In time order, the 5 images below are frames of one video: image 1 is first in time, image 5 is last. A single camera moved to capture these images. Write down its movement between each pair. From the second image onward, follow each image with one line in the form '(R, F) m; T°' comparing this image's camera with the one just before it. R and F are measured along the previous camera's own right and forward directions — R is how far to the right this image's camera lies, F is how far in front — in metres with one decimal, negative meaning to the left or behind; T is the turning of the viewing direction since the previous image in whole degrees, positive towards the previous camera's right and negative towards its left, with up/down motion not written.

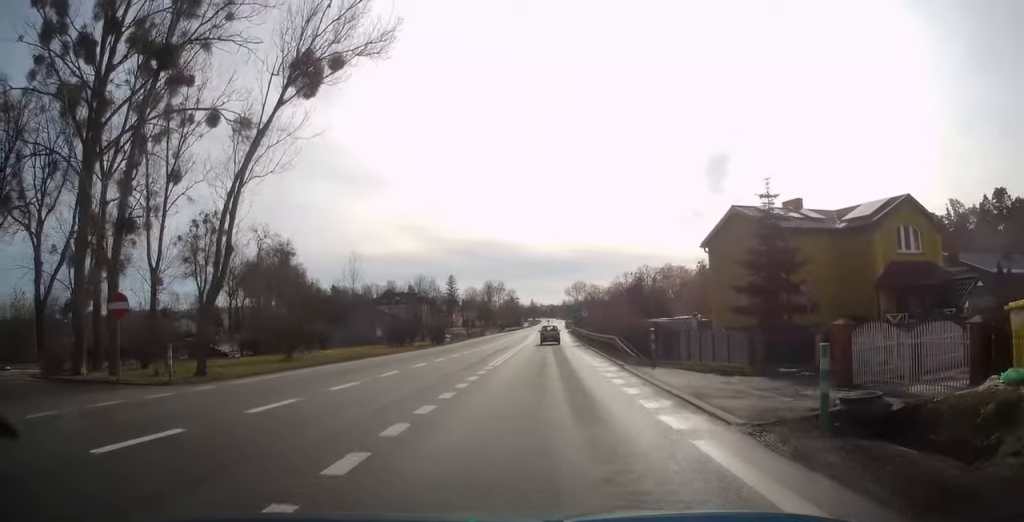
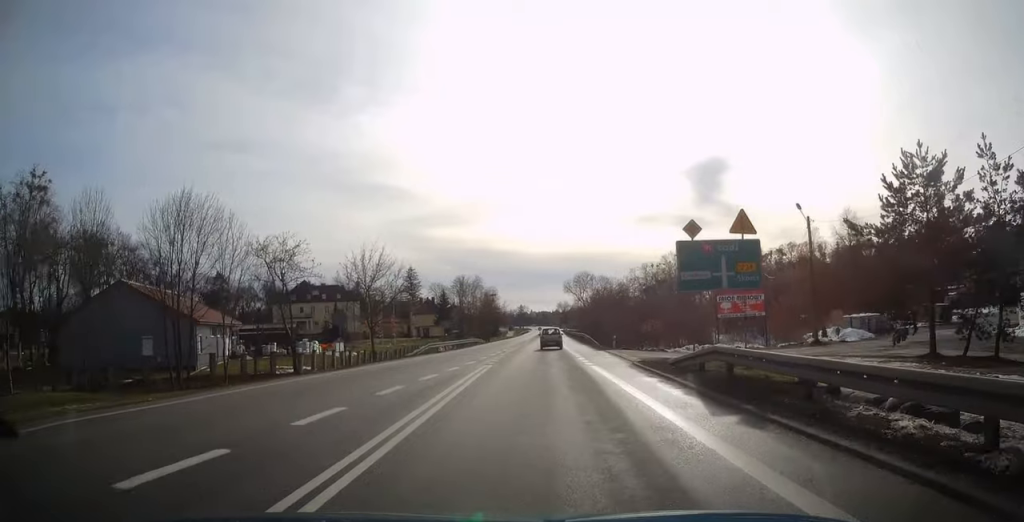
(+0.3, +76.0) m; +1°
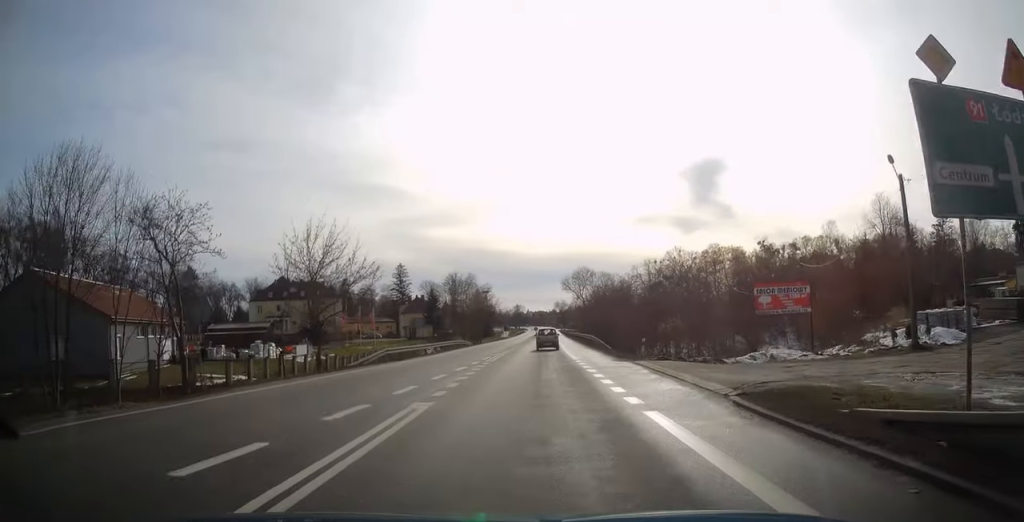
(0.0, +11.9) m; 0°
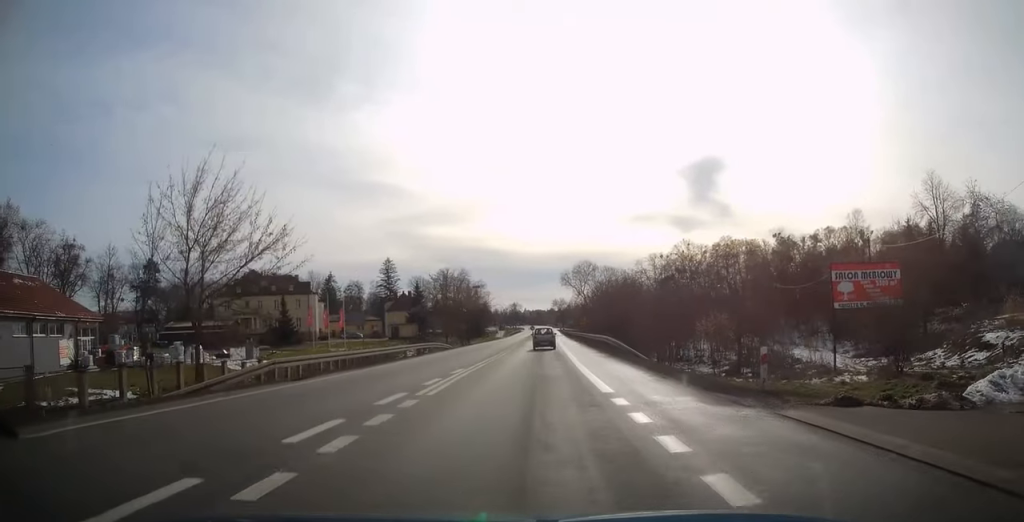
(+0.1, +14.4) m; 0°
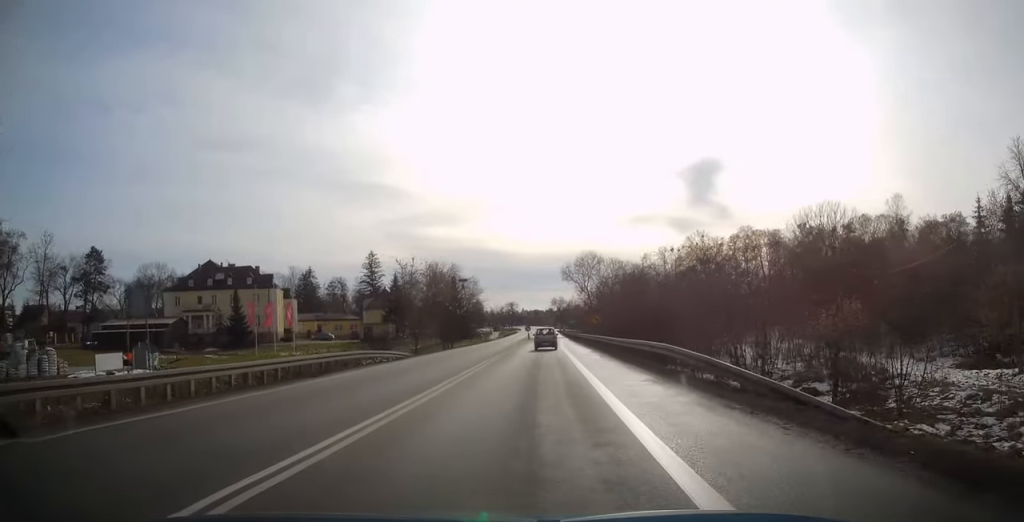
(+0.1, +17.9) m; 0°
